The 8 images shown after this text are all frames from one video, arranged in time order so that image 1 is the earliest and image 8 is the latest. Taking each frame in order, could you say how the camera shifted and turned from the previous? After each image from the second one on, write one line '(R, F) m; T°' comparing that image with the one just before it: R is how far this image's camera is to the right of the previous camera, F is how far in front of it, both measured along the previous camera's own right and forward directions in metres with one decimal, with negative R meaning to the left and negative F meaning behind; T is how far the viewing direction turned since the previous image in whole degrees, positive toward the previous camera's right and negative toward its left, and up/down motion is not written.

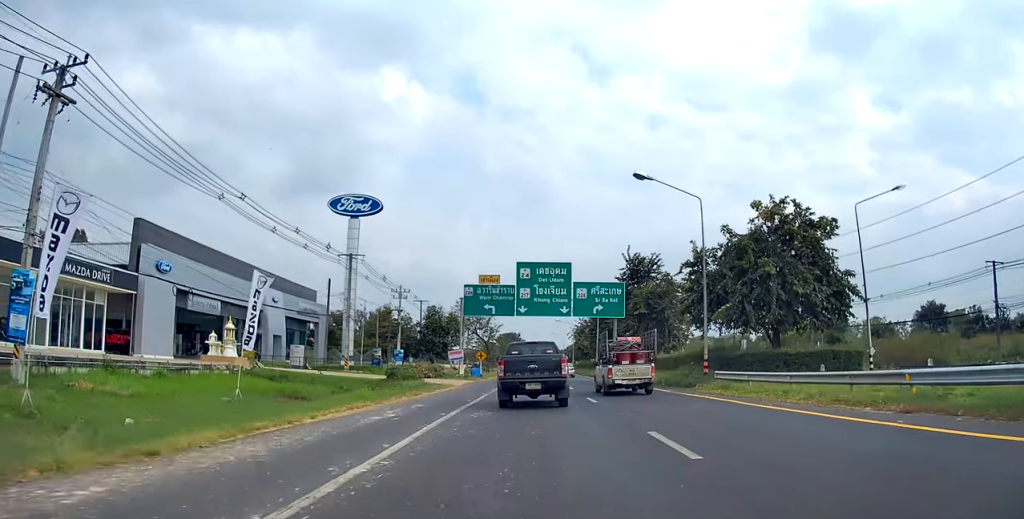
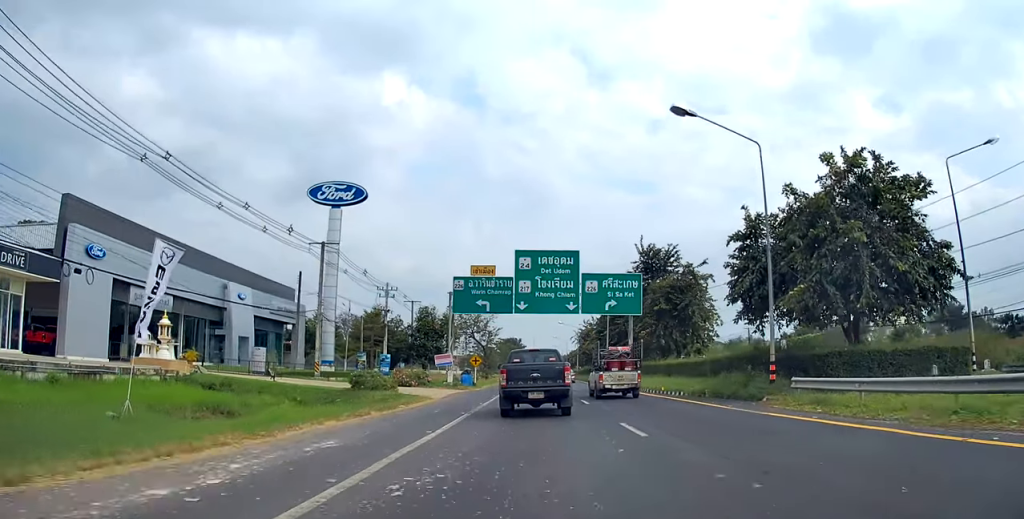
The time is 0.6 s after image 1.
(0.0, +8.0) m; +1°
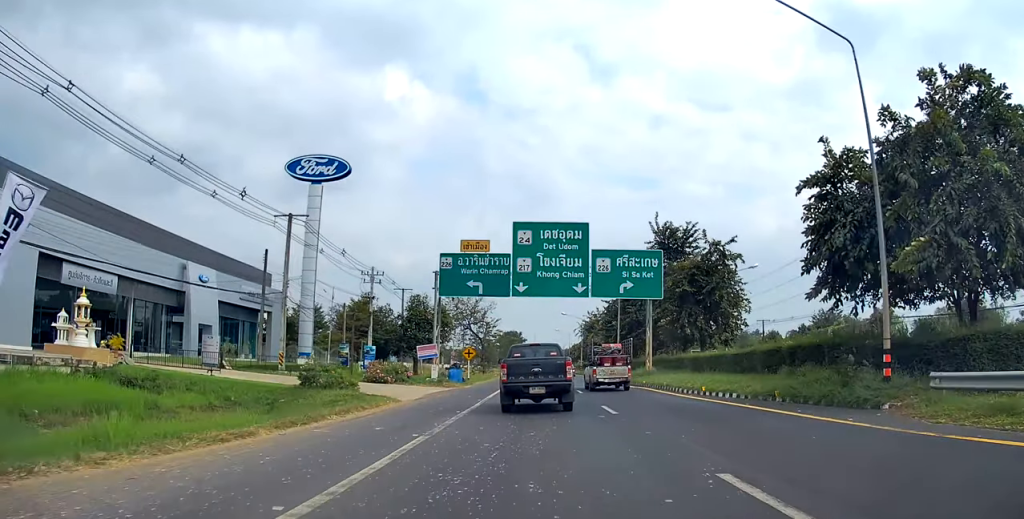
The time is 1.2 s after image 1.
(+0.3, +7.0) m; 0°
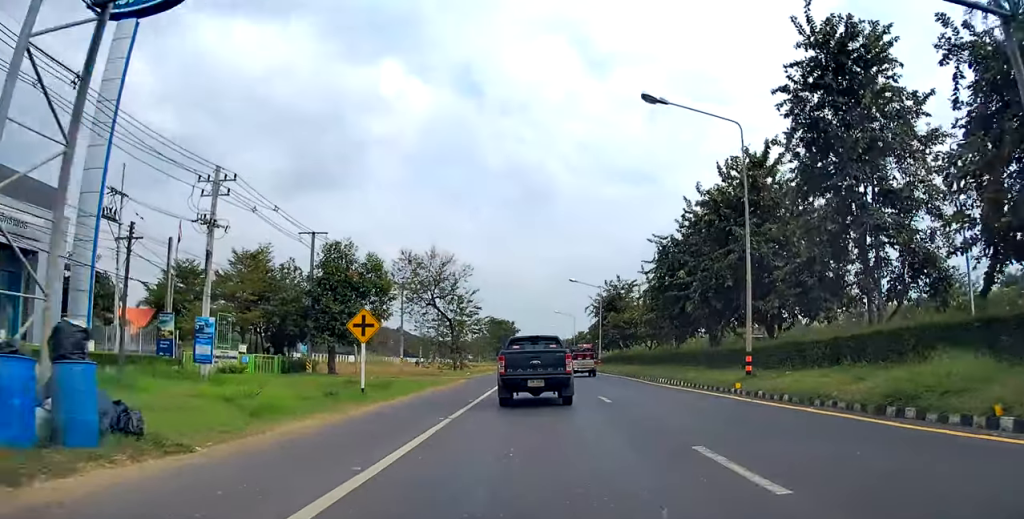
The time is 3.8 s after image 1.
(+0.3, +32.5) m; 0°
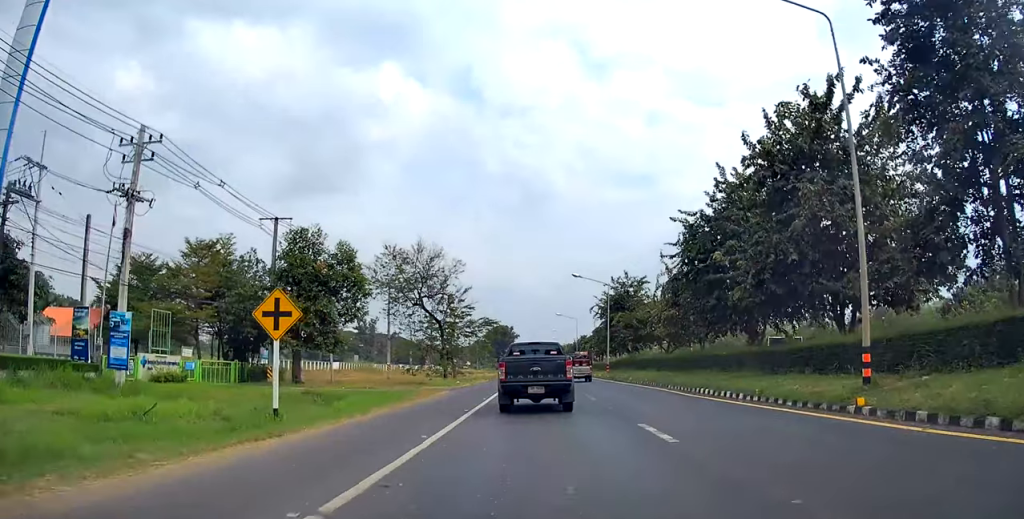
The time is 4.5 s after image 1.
(-0.4, +7.6) m; 0°
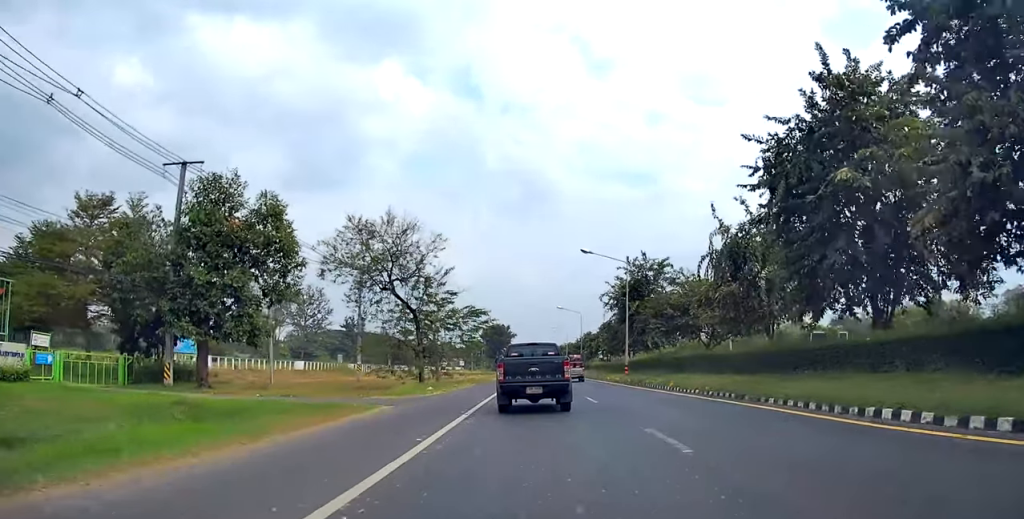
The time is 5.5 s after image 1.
(+0.5, +12.4) m; -3°
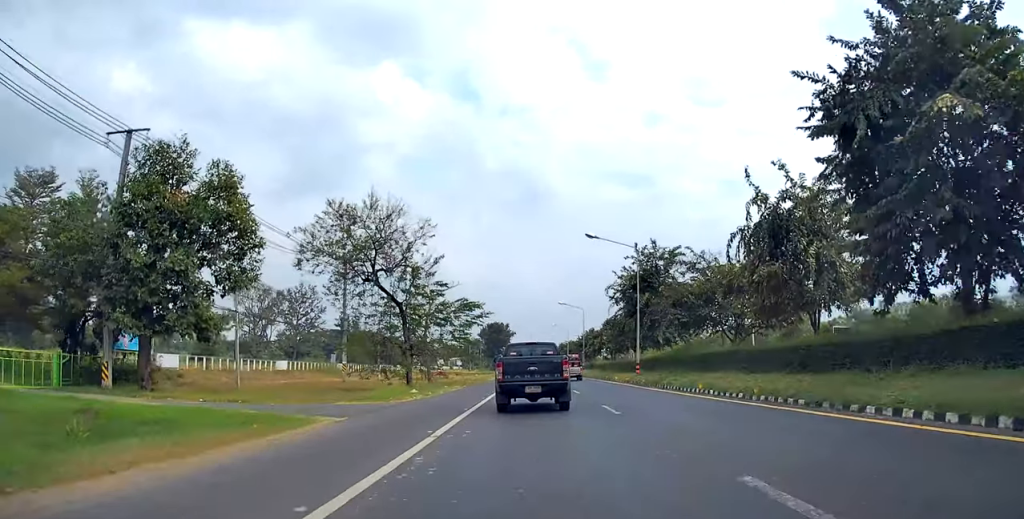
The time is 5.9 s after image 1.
(-0.4, +5.0) m; -1°
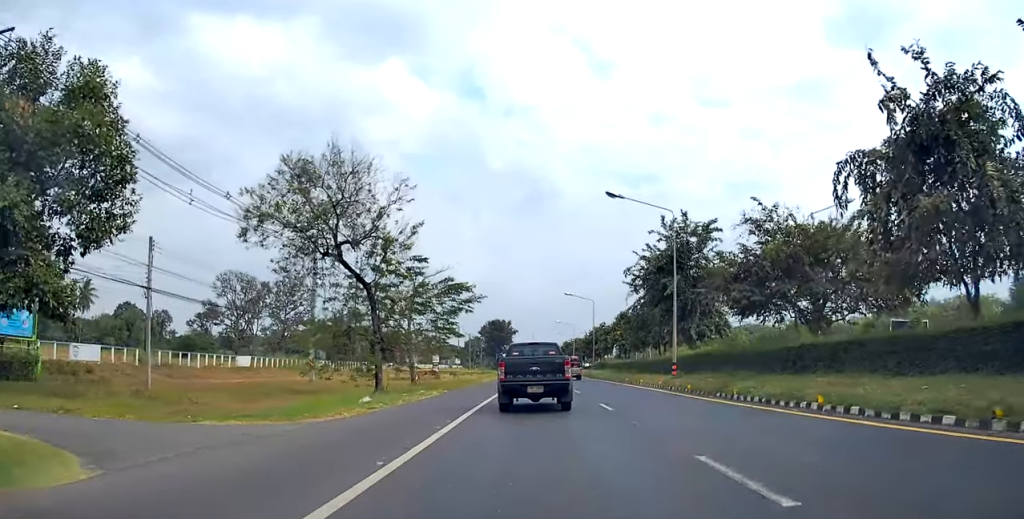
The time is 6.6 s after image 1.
(-0.7, +9.5) m; -2°
